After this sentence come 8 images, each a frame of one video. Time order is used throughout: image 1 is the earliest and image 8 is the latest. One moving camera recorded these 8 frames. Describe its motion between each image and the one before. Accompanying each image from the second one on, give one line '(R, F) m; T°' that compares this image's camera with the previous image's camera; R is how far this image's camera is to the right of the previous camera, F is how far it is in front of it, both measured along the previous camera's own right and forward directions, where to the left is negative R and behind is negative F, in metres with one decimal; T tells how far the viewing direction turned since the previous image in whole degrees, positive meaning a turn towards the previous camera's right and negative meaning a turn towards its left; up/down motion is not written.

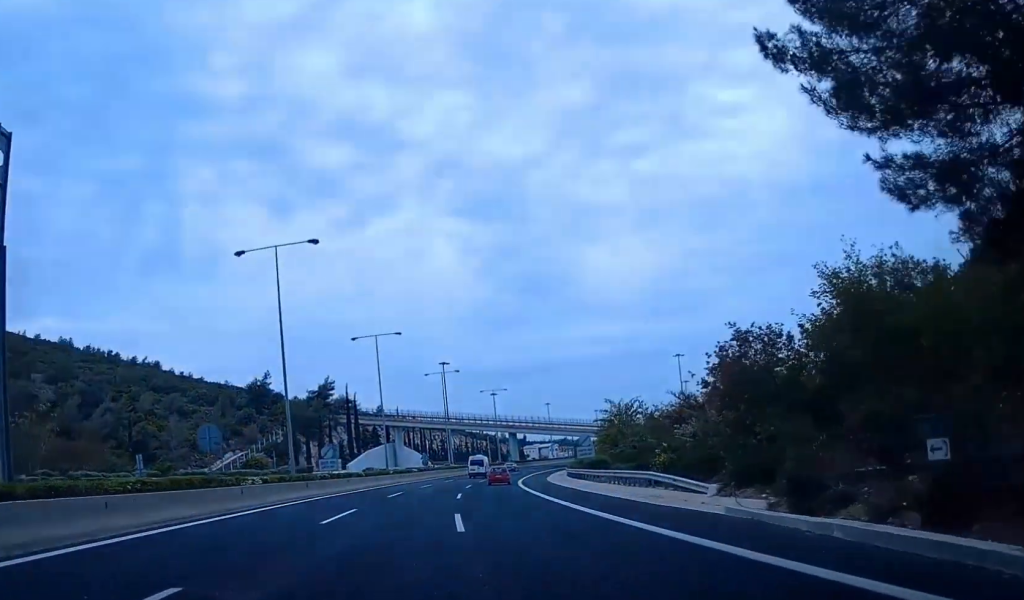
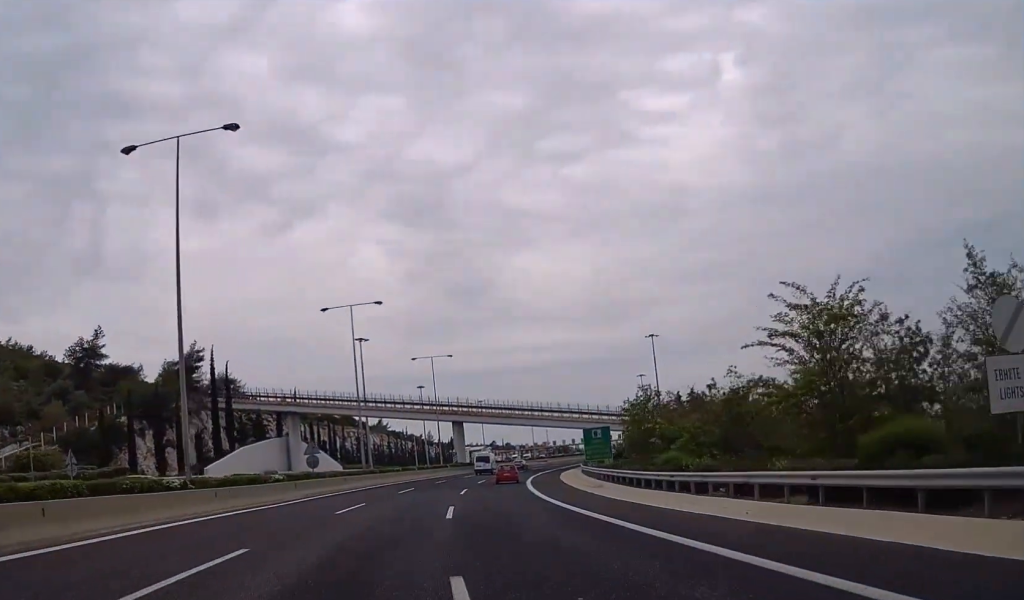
(+7.1, +47.3) m; +14°
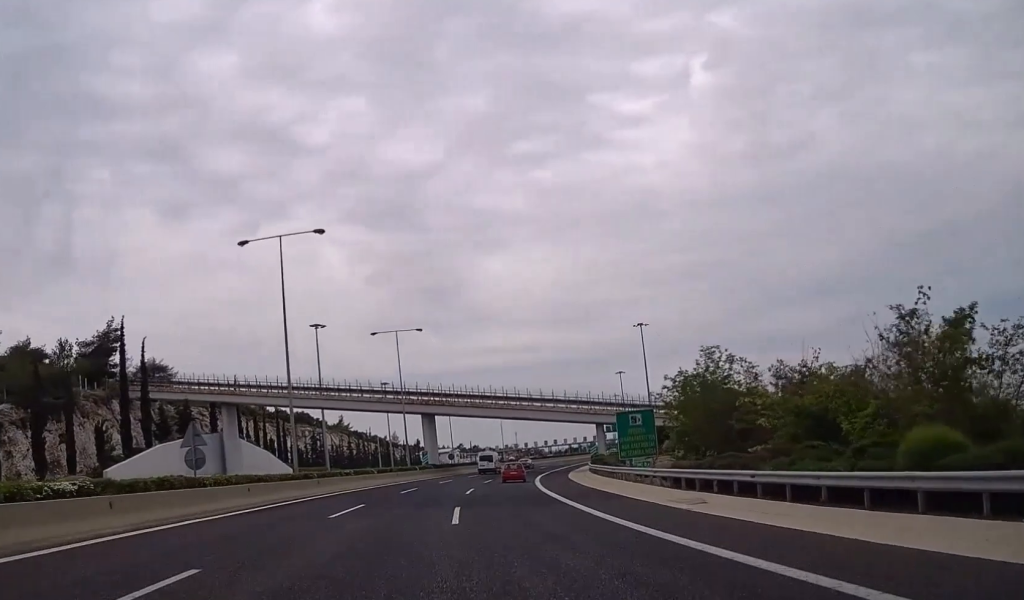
(+0.1, +20.4) m; +2°
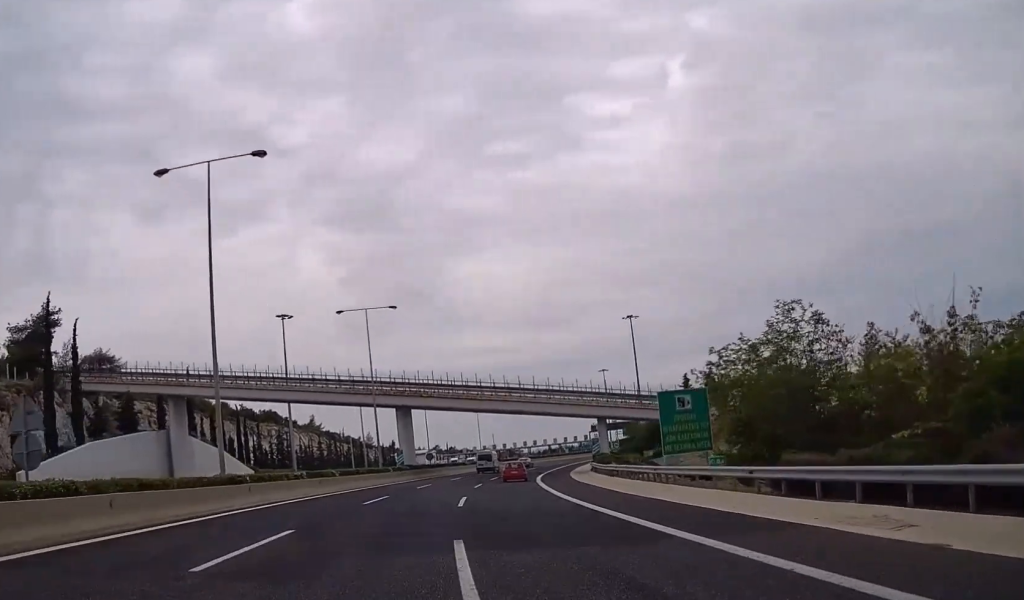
(+0.2, +11.3) m; +1°
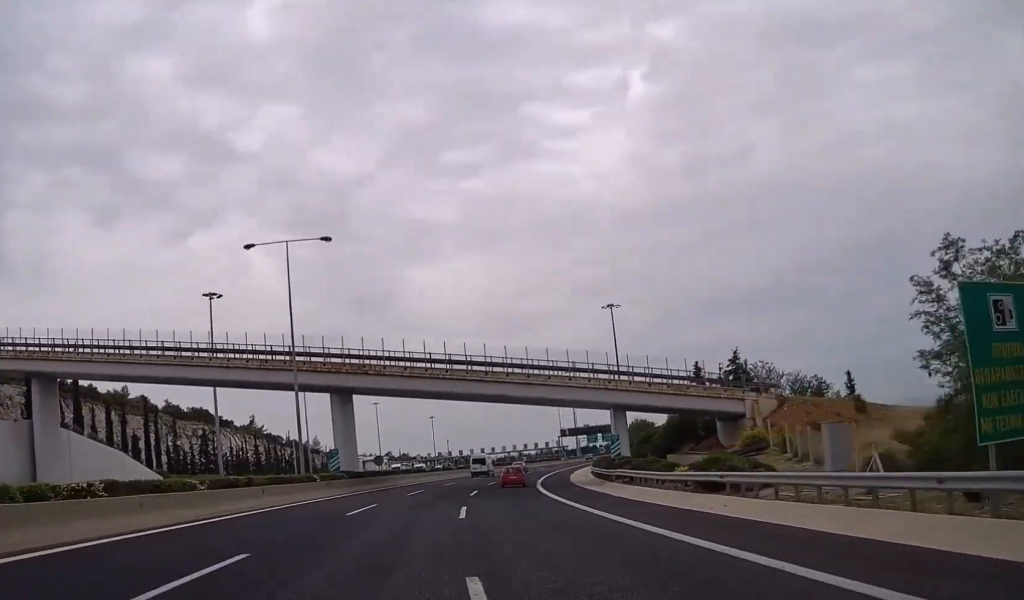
(+0.4, +22.8) m; +3°
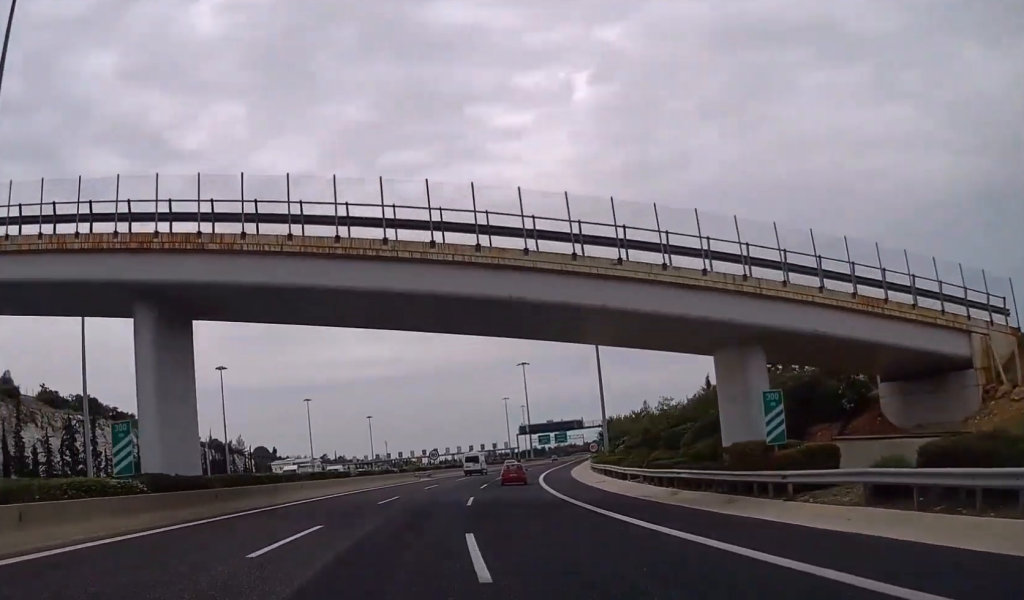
(+1.2, +29.9) m; +4°
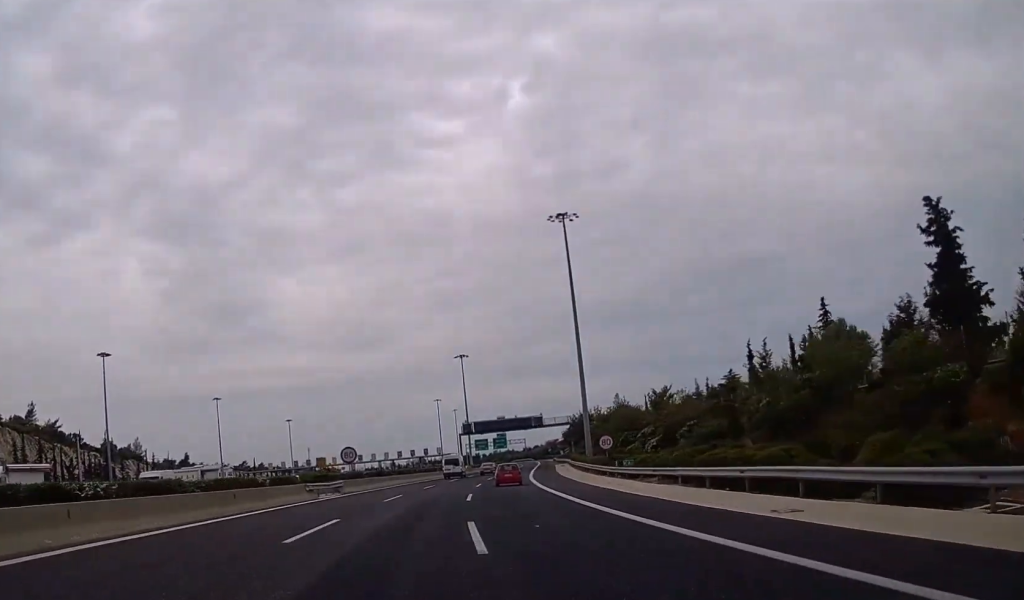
(+1.2, +33.0) m; +4°
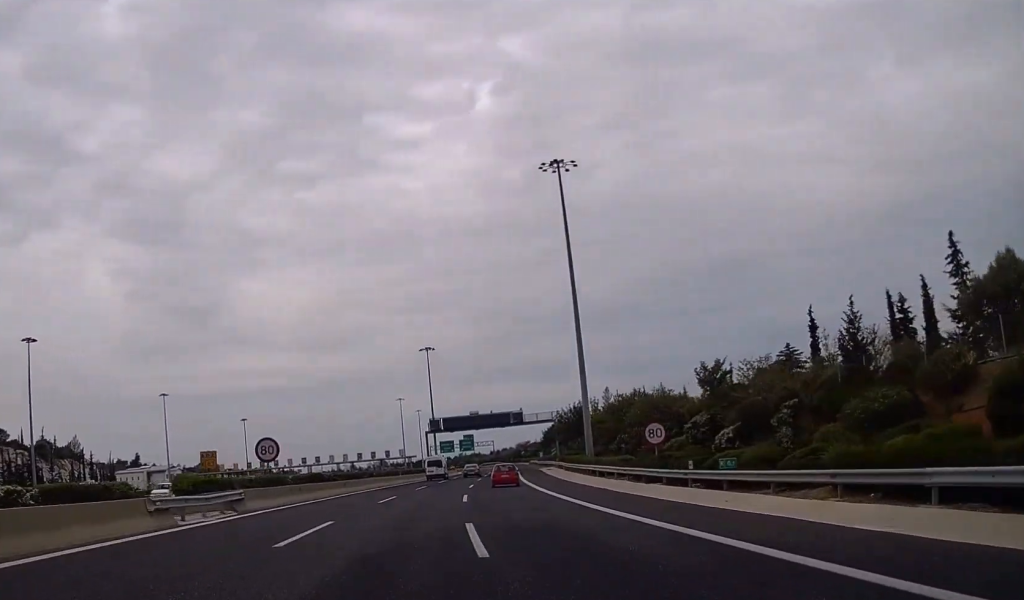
(+0.5, +19.3) m; +3°
